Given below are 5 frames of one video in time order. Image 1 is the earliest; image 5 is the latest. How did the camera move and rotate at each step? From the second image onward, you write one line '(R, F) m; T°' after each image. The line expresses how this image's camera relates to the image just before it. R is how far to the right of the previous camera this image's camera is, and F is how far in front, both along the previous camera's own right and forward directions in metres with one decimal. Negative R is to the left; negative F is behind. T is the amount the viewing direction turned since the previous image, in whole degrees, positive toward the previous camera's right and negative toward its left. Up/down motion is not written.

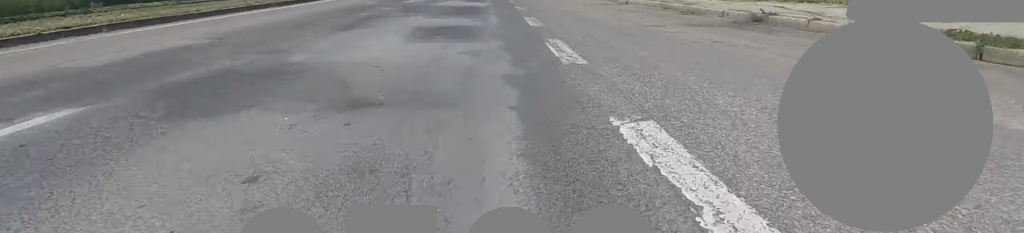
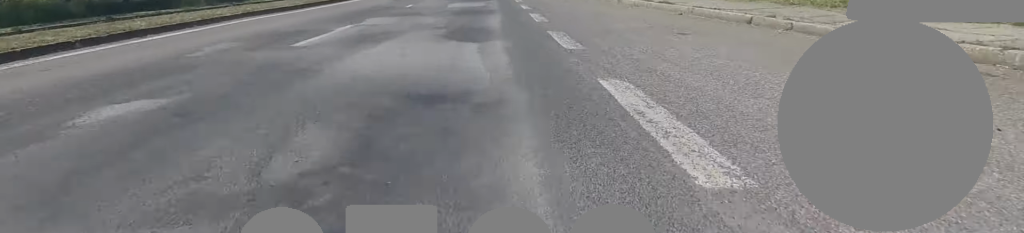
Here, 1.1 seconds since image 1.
(+1.2, +10.9) m; -1°
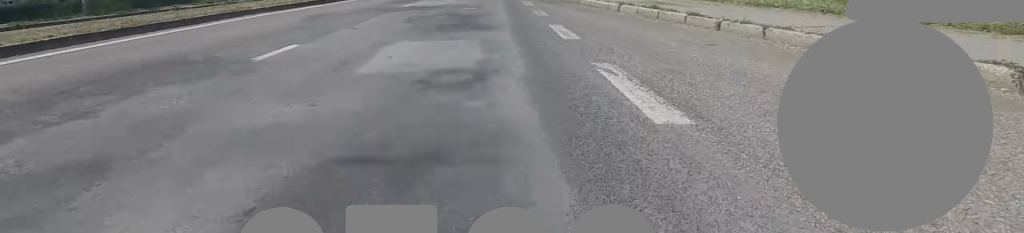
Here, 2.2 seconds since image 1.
(-1.5, +11.1) m; -8°
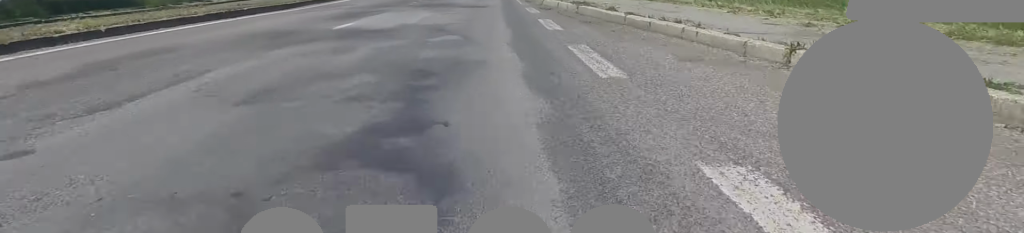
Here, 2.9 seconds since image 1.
(0.0, +6.7) m; 0°
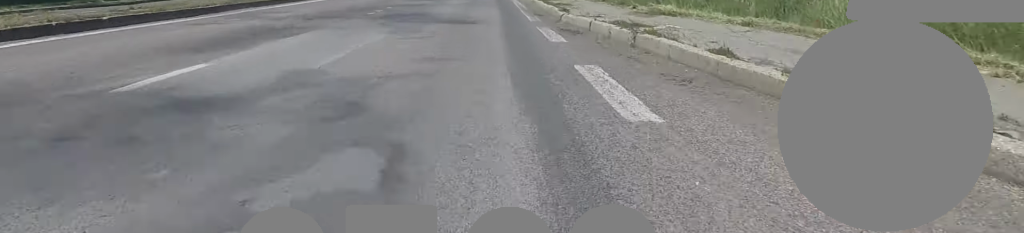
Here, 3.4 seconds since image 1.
(0.0, +5.0) m; 0°
